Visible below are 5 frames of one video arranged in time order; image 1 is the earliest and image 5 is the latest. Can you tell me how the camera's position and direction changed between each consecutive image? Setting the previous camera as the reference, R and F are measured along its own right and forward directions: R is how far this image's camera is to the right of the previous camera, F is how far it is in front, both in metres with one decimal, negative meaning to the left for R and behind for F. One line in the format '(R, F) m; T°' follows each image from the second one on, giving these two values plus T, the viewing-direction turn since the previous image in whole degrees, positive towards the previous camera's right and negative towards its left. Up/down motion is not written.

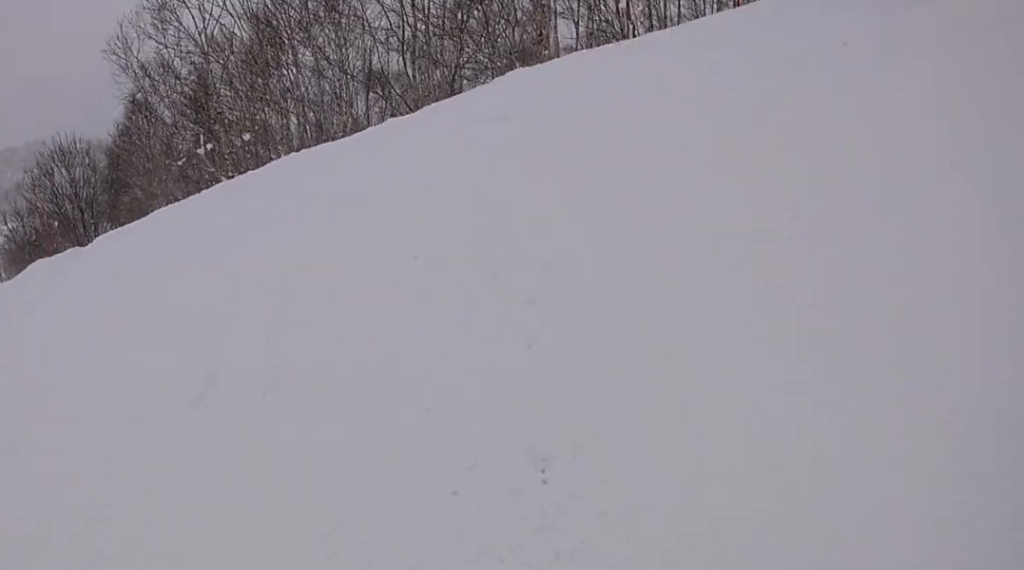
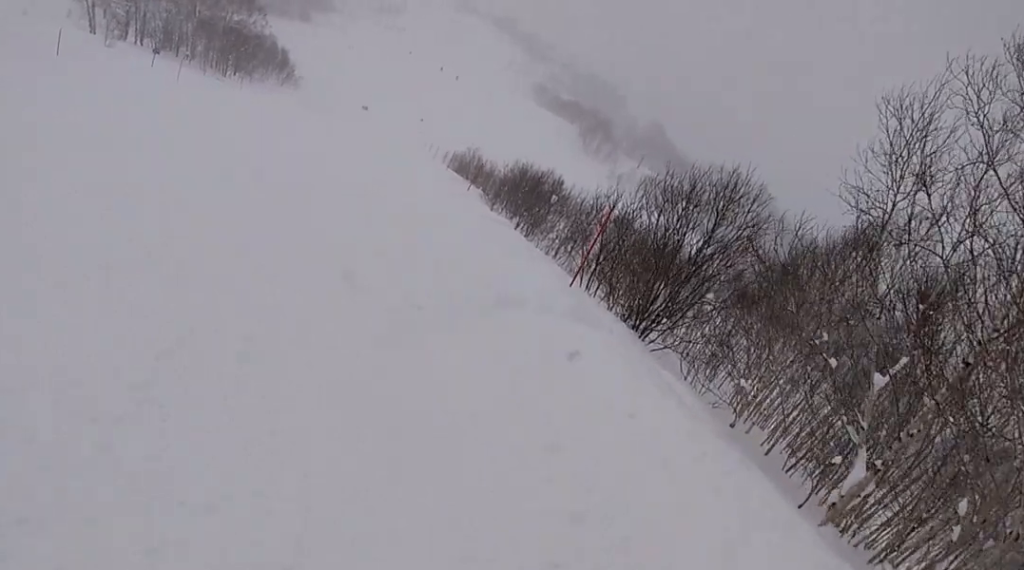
(-2.8, +7.6) m; -66°
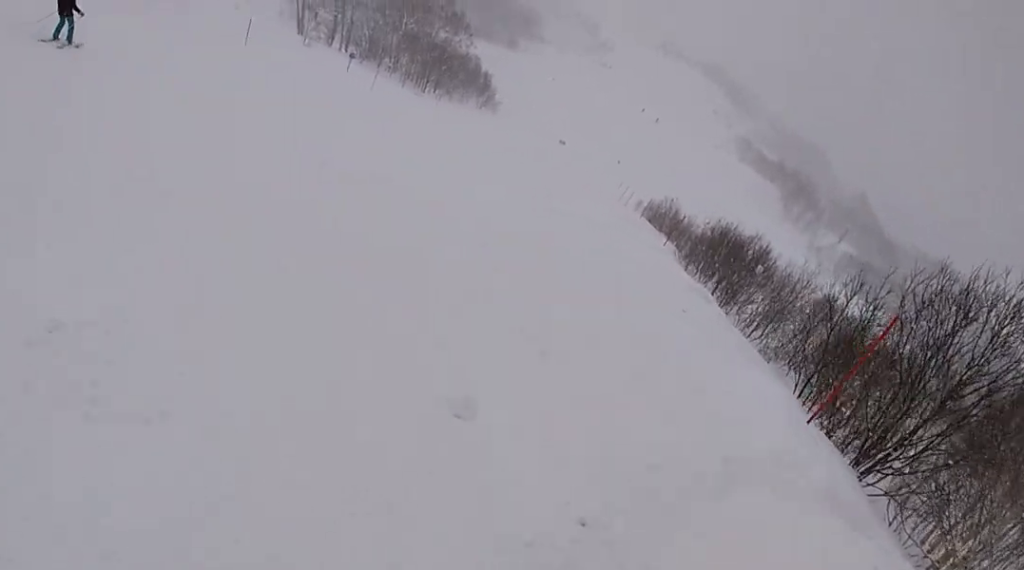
(-1.3, +2.6) m; -14°
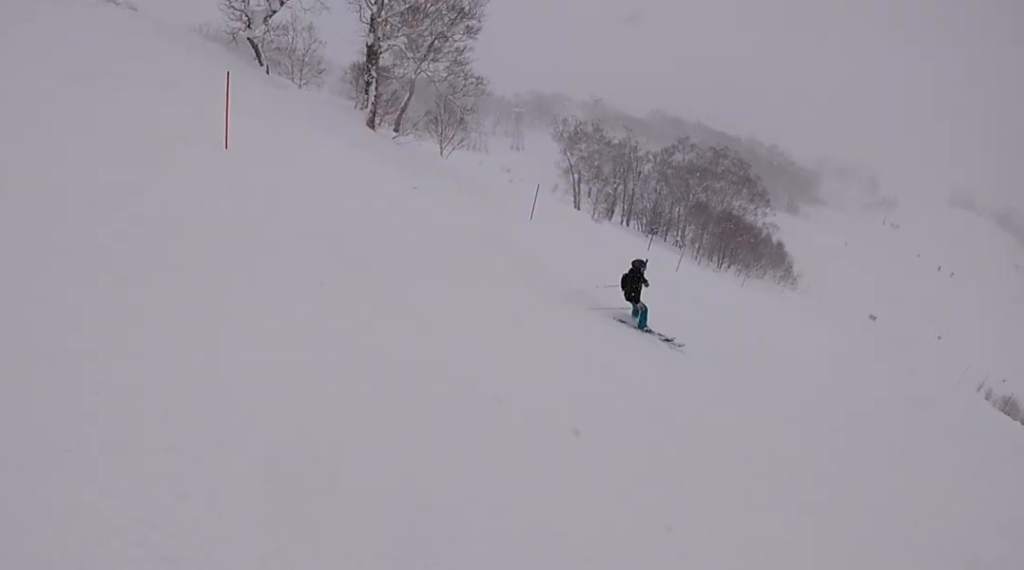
(-1.7, +8.6) m; +3°
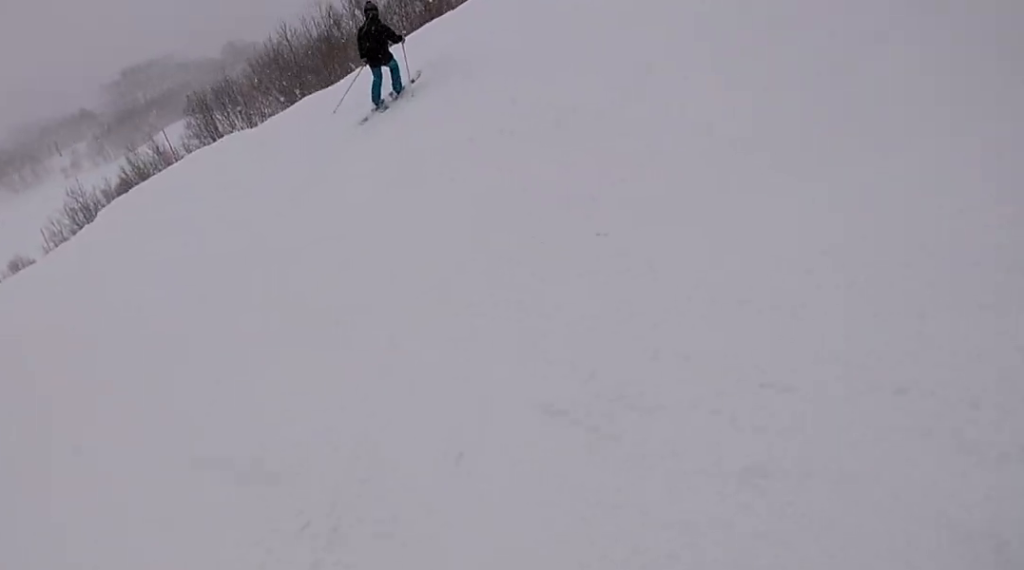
(+4.7, +8.2) m; +66°
